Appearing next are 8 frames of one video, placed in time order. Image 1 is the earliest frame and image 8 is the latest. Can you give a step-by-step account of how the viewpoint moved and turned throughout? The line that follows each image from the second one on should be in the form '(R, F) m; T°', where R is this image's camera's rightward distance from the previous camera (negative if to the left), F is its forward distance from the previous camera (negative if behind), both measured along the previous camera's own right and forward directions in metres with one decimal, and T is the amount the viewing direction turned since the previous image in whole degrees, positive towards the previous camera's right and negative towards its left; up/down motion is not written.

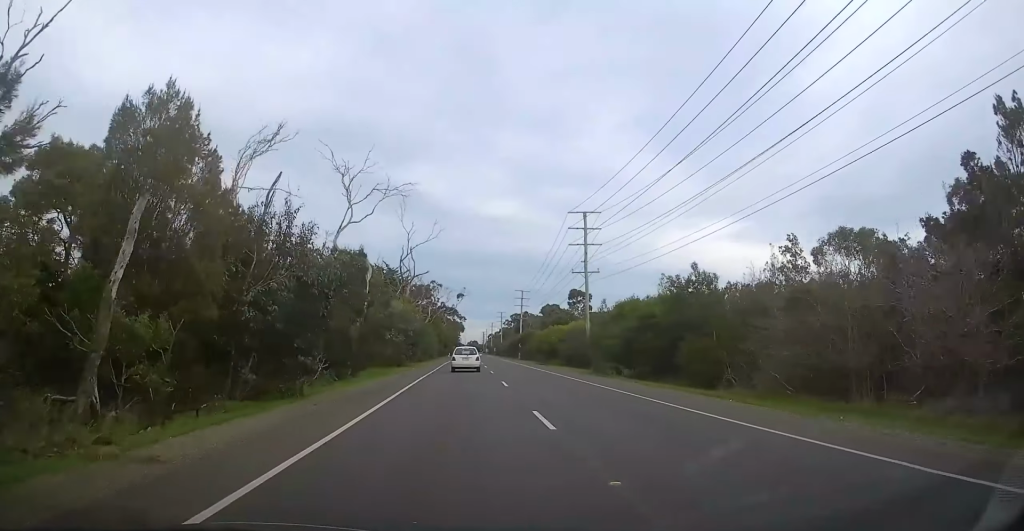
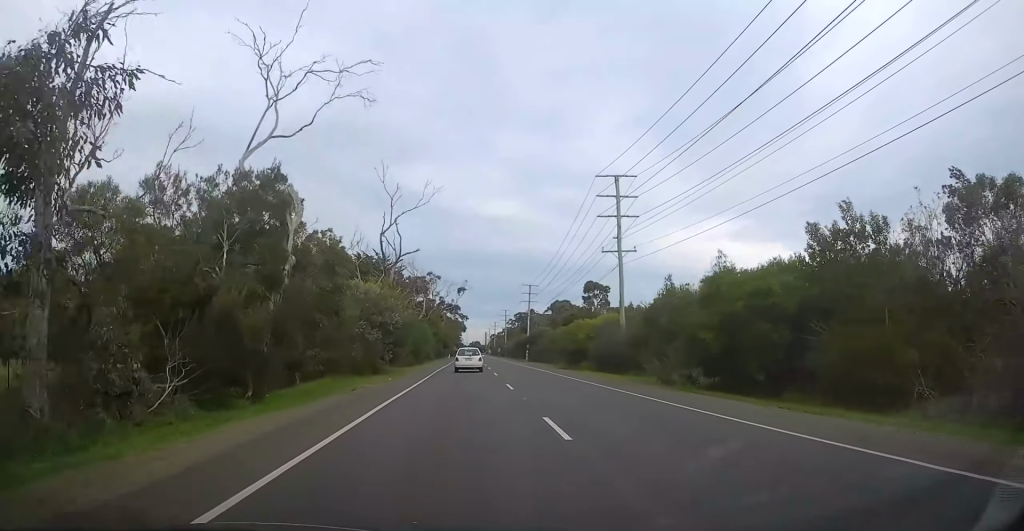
(0.0, +13.0) m; 0°
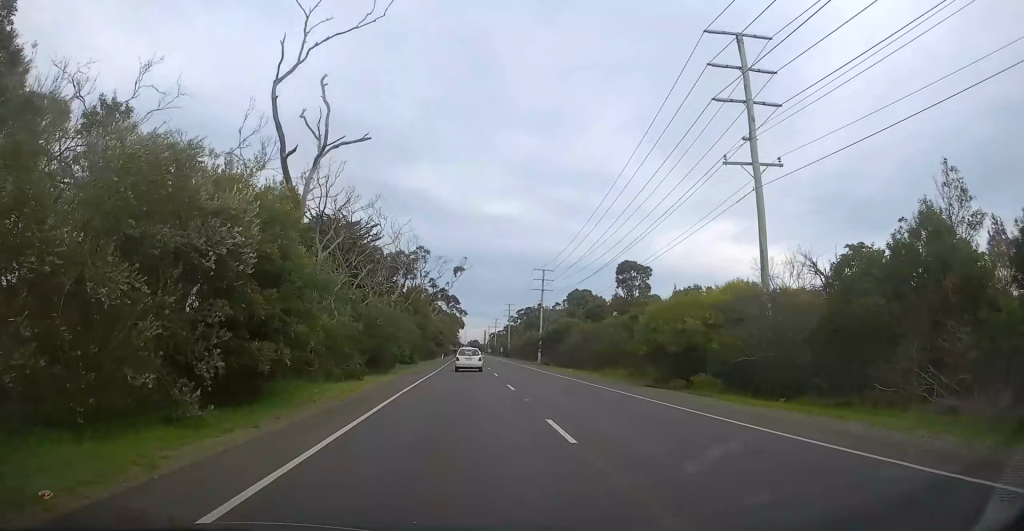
(0.0, +23.4) m; 0°
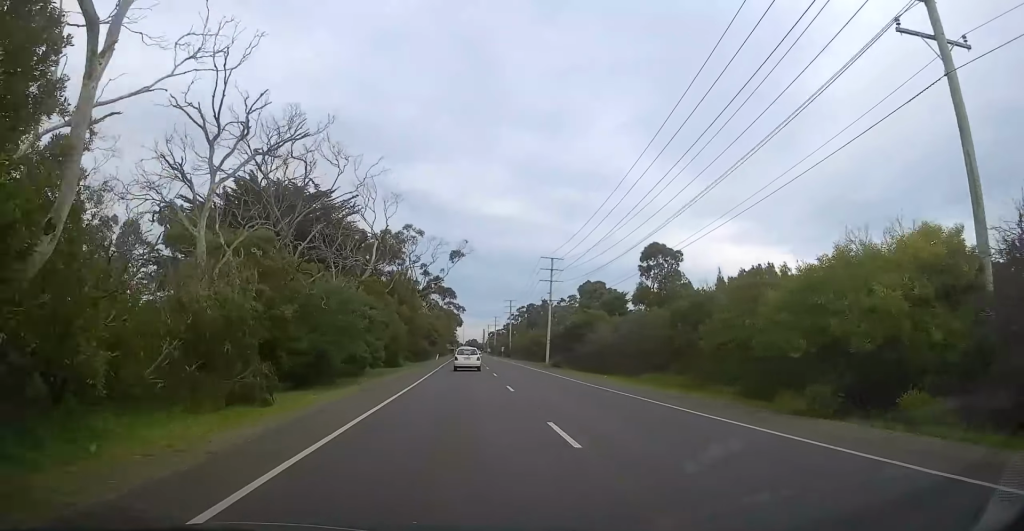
(0.0, +12.5) m; 0°
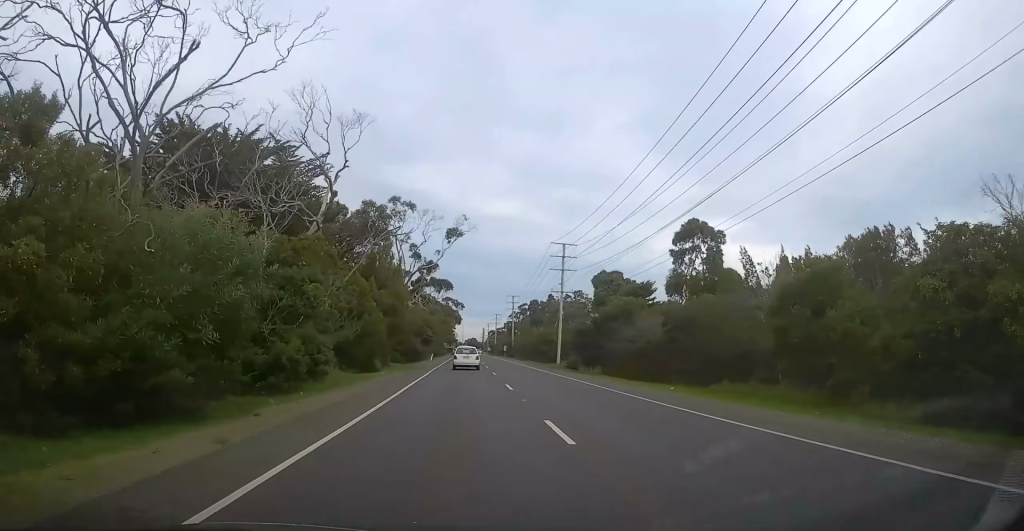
(0.0, +11.4) m; 0°
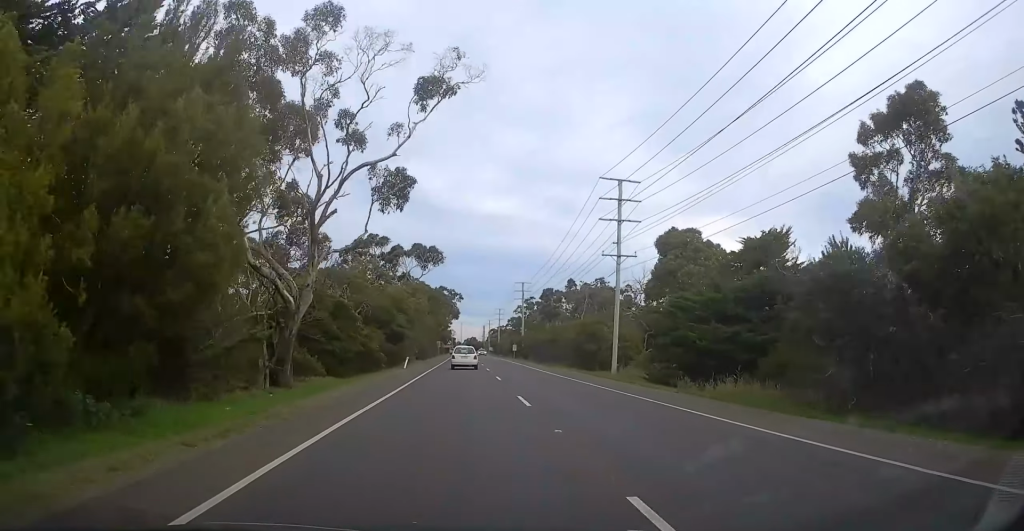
(0.0, +29.4) m; 0°
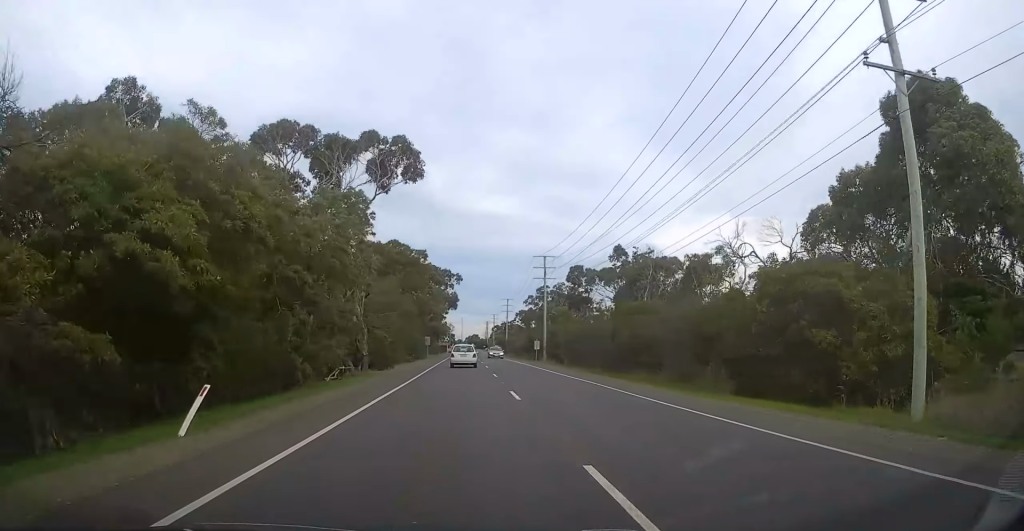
(0.0, +34.3) m; 0°
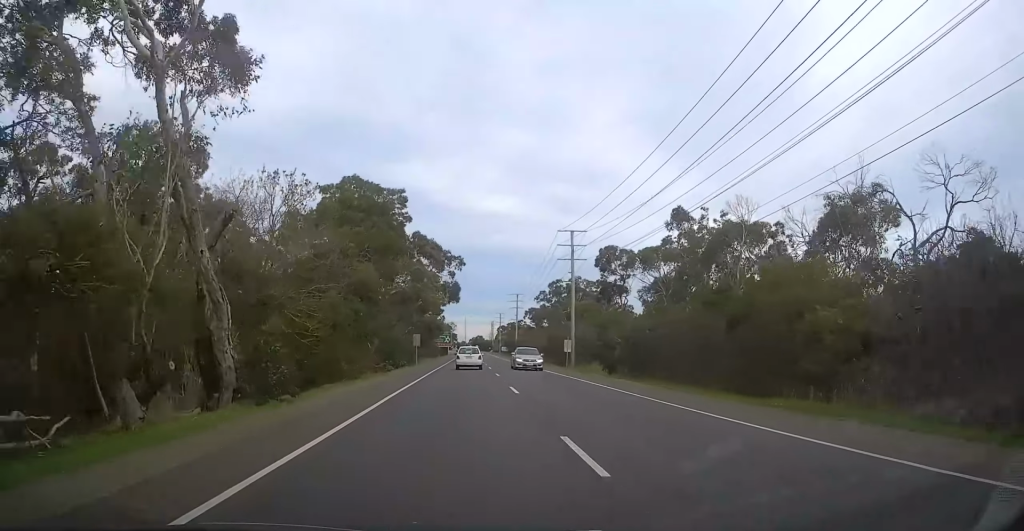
(0.0, +21.7) m; 0°
